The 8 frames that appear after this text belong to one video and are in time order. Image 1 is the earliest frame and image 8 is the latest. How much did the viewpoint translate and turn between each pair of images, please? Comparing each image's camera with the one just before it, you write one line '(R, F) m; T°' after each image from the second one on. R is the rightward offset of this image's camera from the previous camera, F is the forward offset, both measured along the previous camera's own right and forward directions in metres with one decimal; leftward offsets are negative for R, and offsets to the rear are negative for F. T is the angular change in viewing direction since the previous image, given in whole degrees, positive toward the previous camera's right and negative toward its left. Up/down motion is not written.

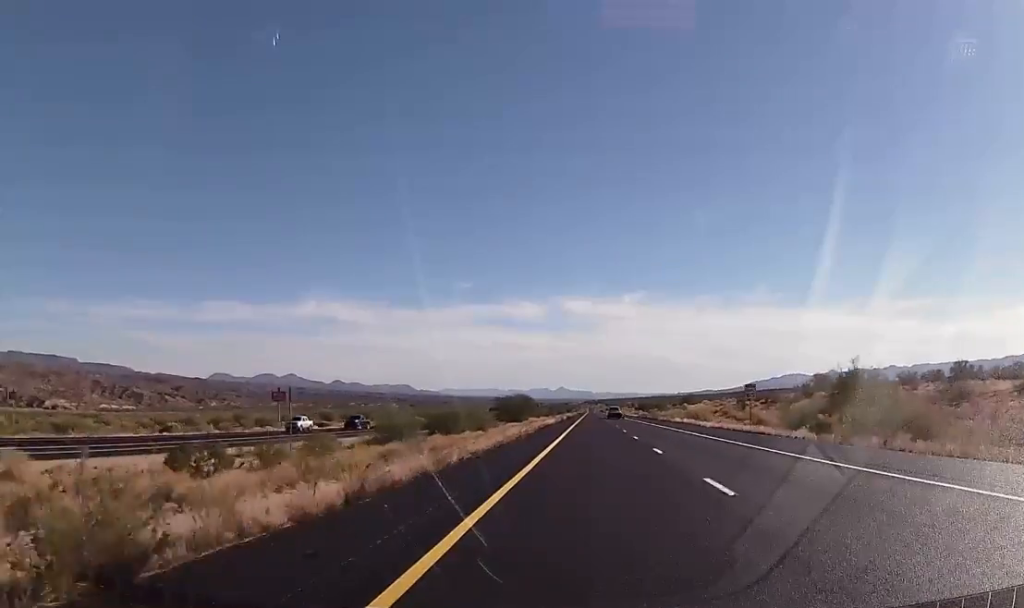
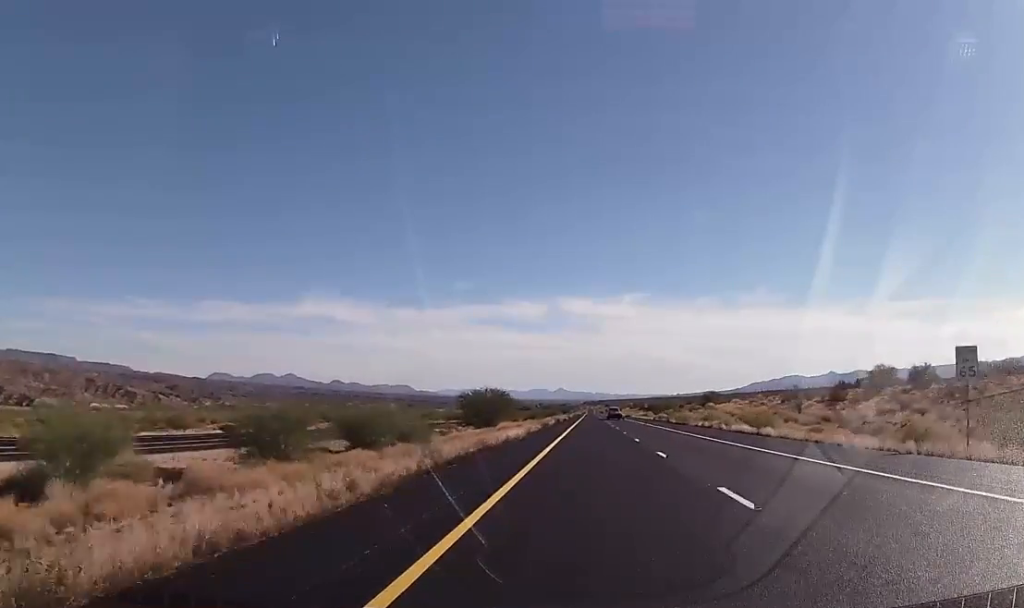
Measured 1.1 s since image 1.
(0.0, +38.0) m; 0°
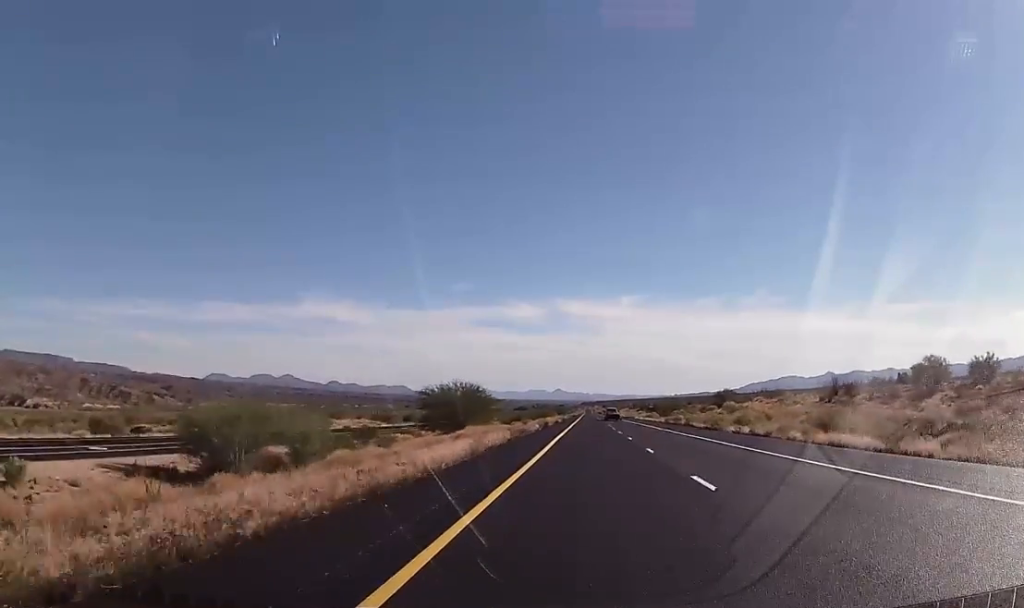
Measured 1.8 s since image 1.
(0.0, +21.2) m; 0°
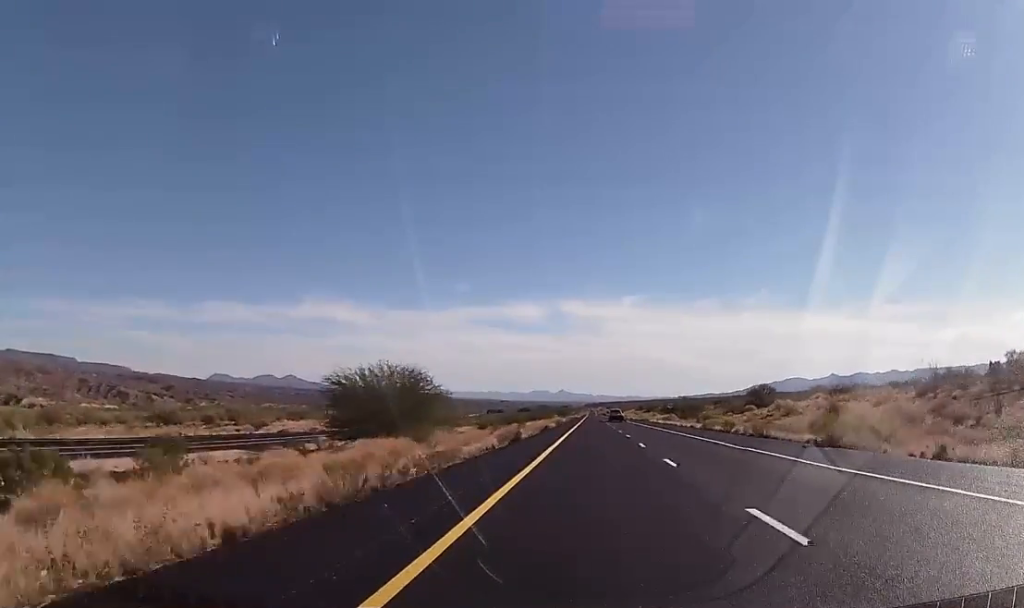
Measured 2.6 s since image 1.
(0.0, +29.1) m; 0°
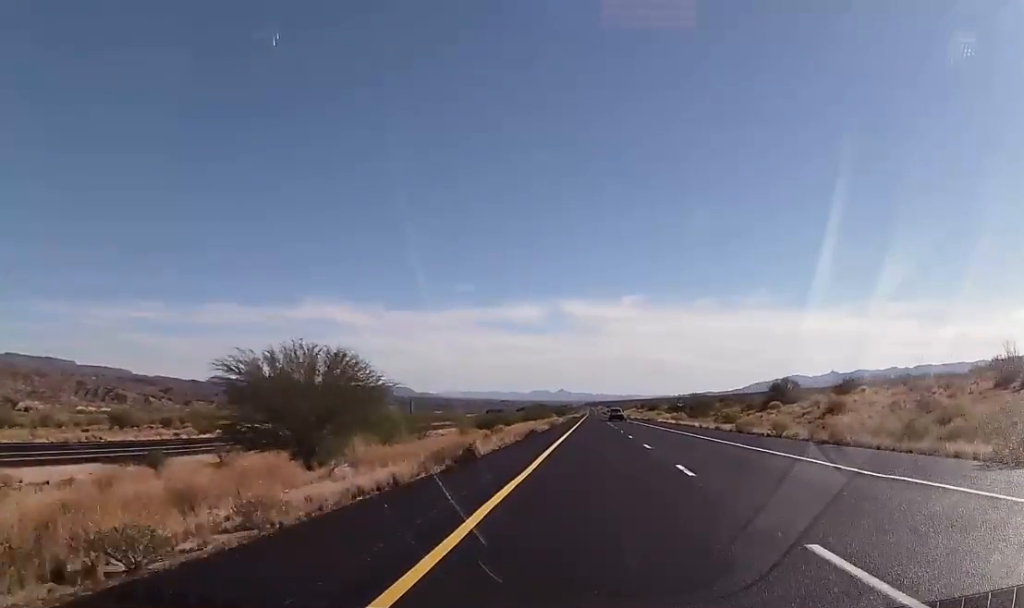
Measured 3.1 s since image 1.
(0.0, +14.7) m; 0°
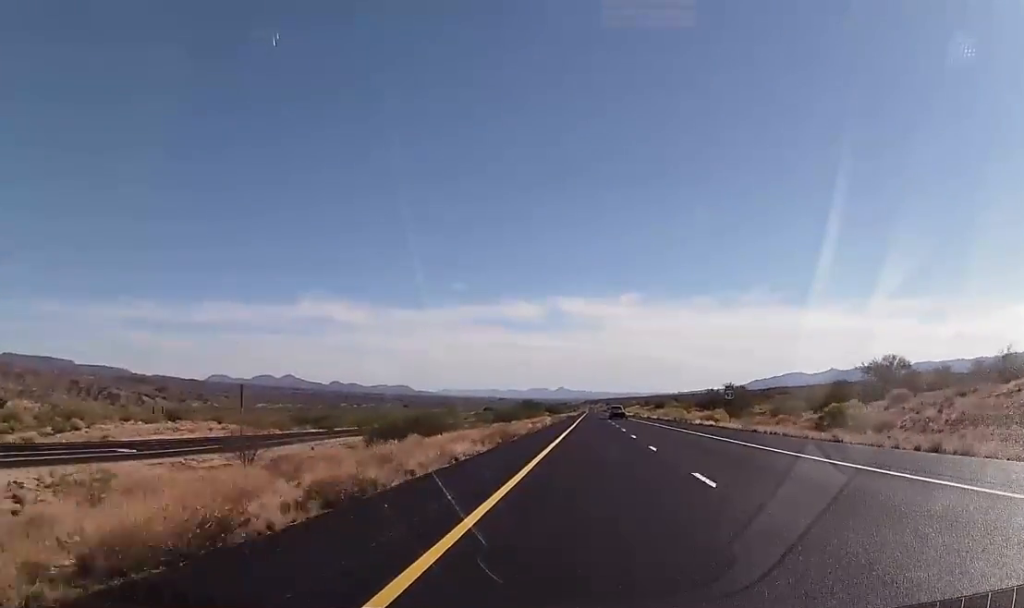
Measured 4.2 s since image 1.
(+0.2, +39.0) m; 0°
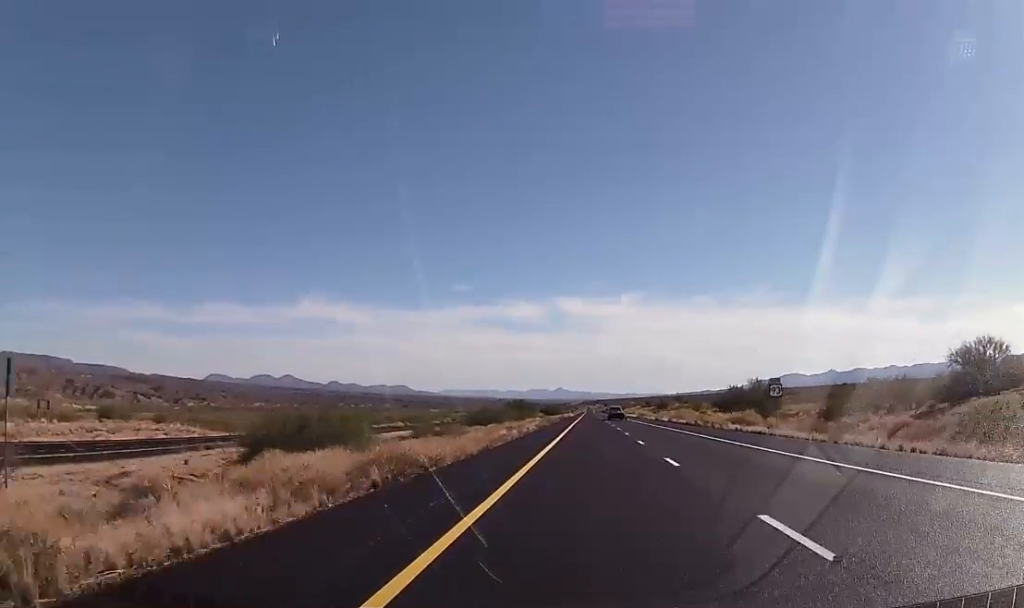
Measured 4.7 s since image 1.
(0.0, +18.6) m; 0°
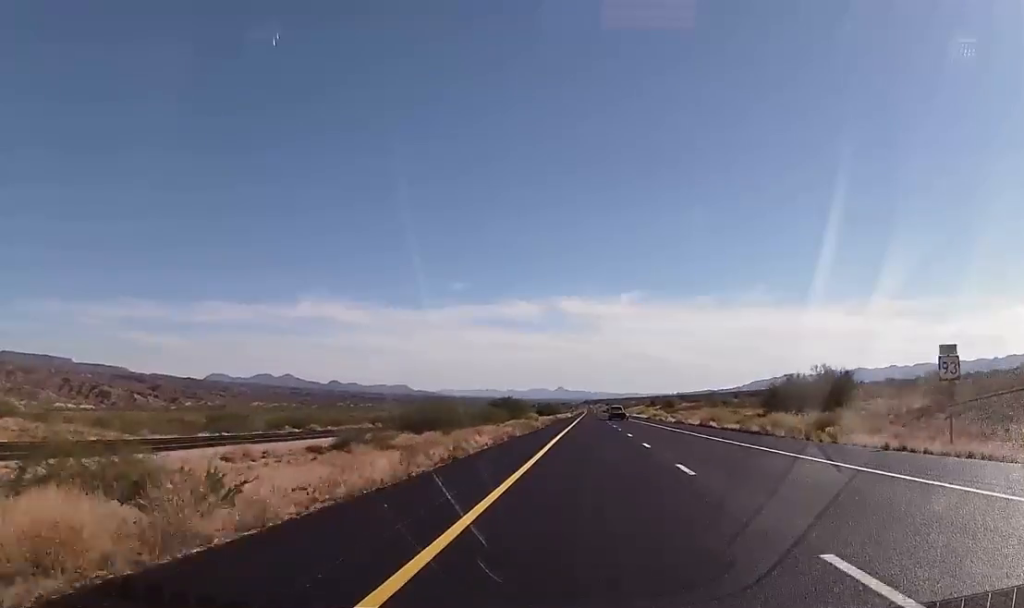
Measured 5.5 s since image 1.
(-0.4, +26.9) m; 0°
